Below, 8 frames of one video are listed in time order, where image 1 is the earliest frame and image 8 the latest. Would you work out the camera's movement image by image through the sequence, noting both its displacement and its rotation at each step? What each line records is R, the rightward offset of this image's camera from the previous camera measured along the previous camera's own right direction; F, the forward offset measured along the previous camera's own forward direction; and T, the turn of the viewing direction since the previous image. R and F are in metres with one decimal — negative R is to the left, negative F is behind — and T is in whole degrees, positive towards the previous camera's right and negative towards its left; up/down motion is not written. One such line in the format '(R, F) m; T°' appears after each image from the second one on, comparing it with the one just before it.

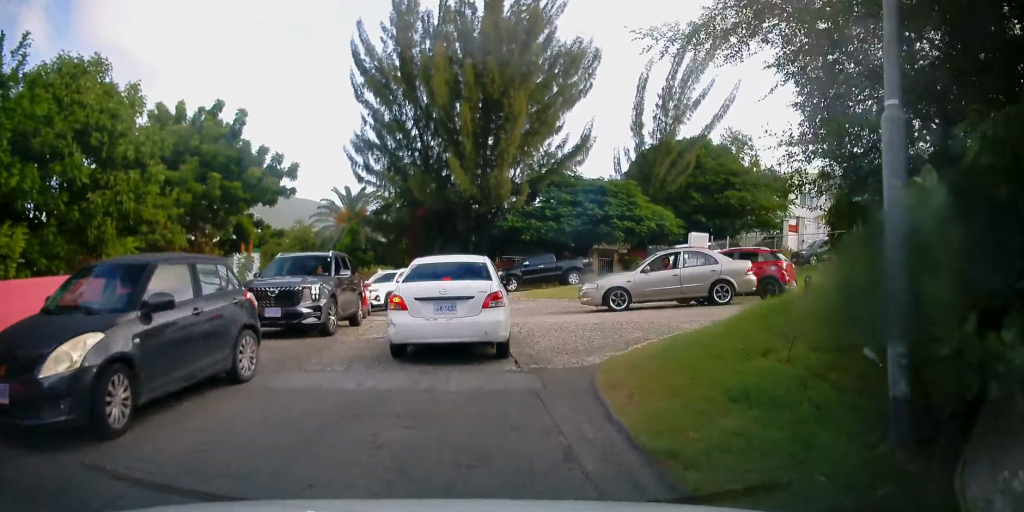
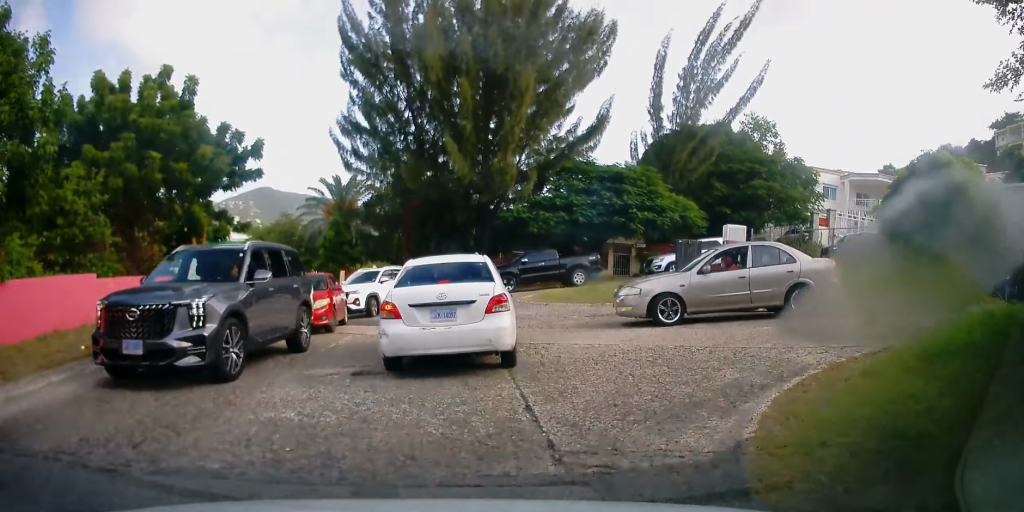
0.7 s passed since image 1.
(+0.1, +4.1) m; 0°
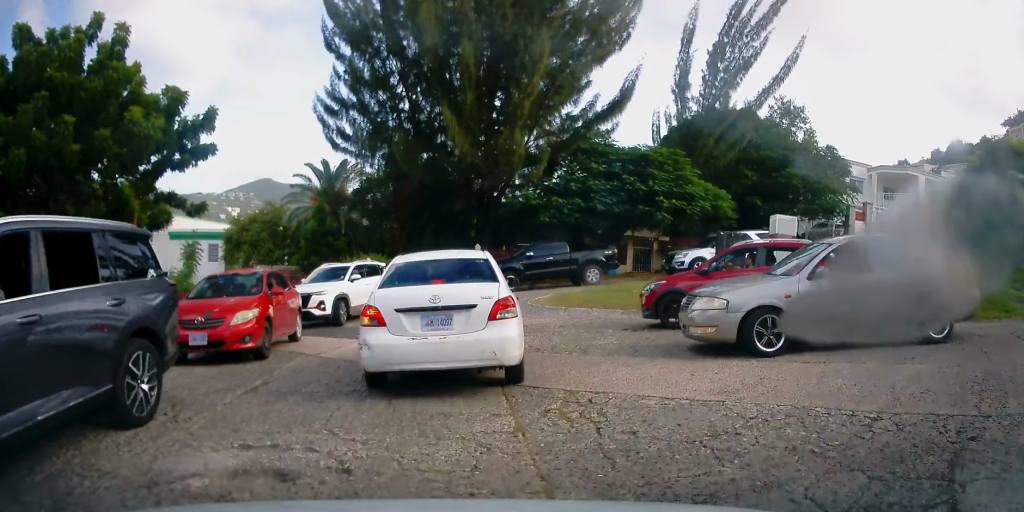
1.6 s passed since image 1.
(0.0, +4.1) m; 0°
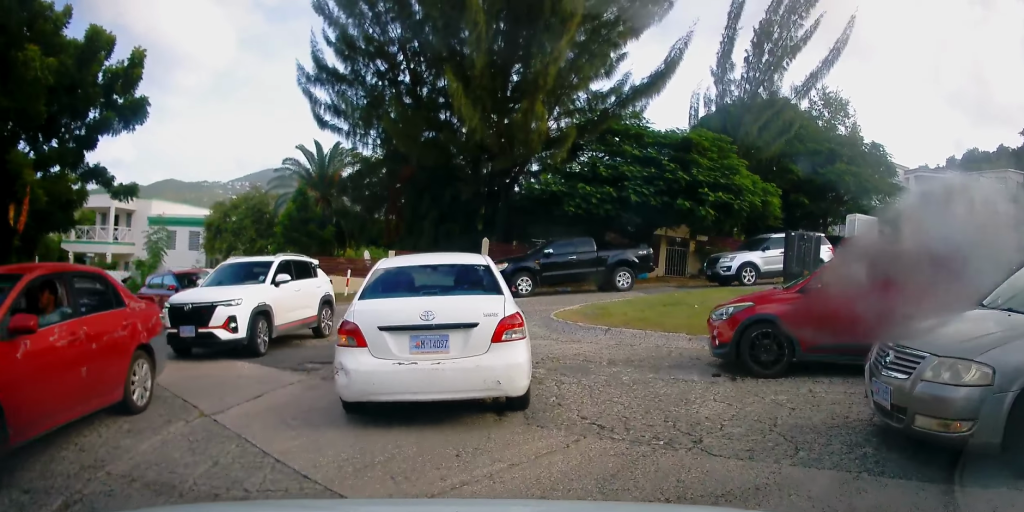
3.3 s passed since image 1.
(0.0, +6.2) m; -1°
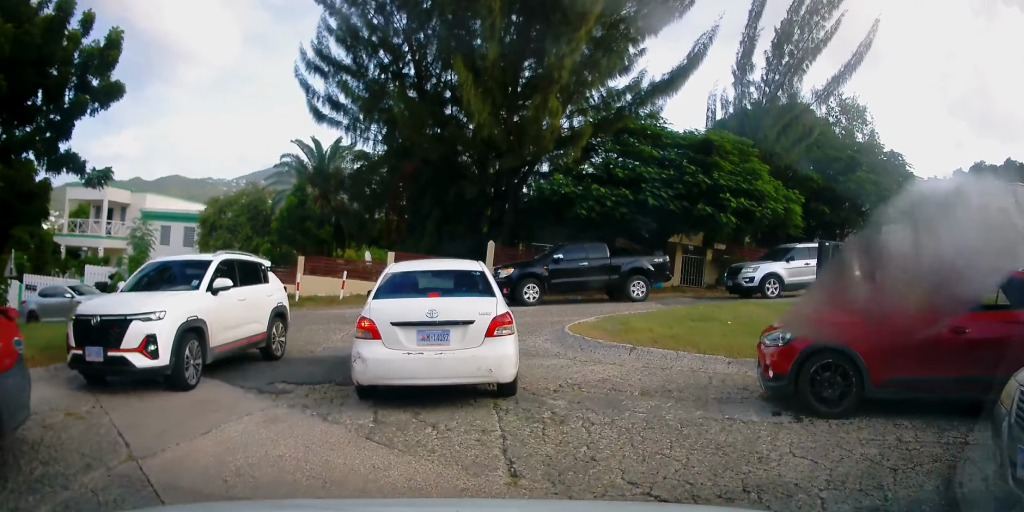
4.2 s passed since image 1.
(0.0, +2.5) m; -2°
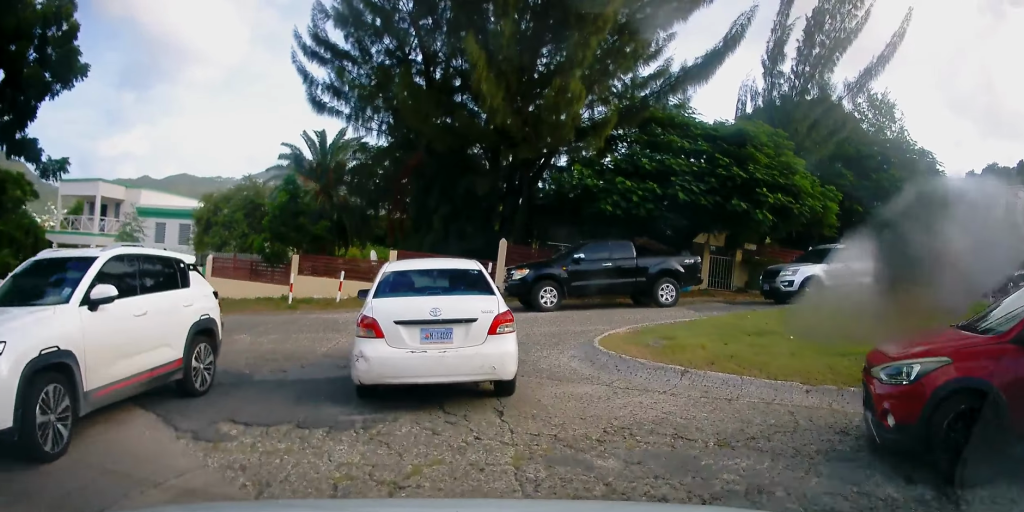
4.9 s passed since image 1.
(0.0, +2.0) m; -3°
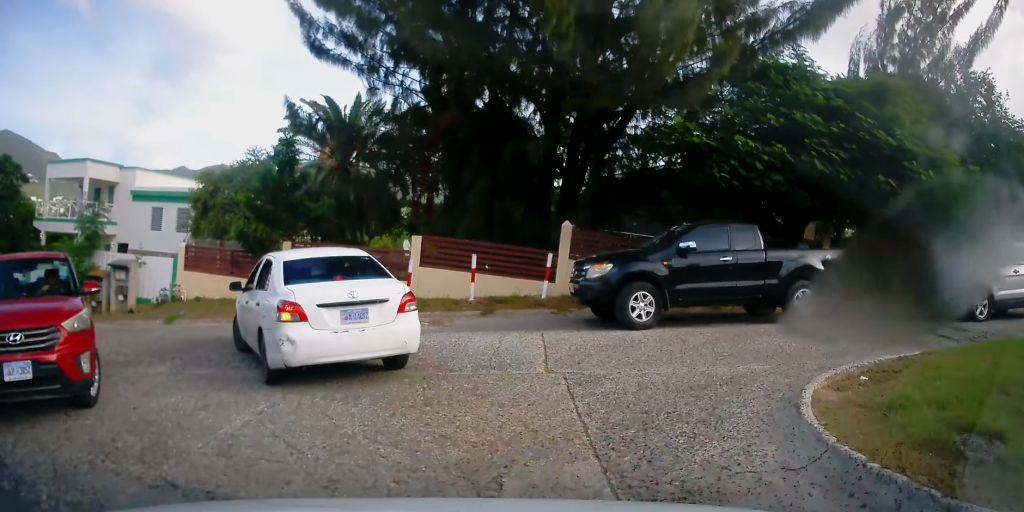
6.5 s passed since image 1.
(-0.4, +4.9) m; -12°
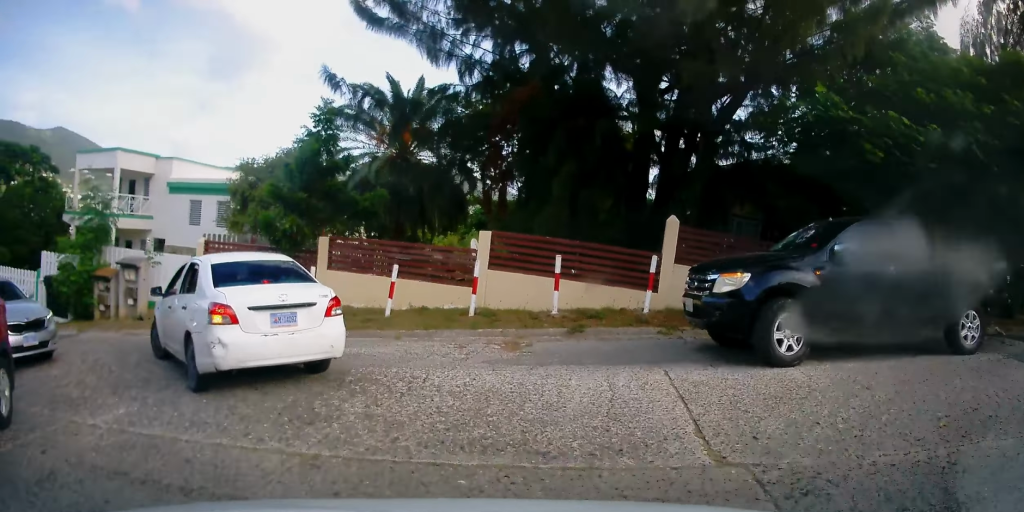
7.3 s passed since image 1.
(-0.1, +2.5) m; -9°
